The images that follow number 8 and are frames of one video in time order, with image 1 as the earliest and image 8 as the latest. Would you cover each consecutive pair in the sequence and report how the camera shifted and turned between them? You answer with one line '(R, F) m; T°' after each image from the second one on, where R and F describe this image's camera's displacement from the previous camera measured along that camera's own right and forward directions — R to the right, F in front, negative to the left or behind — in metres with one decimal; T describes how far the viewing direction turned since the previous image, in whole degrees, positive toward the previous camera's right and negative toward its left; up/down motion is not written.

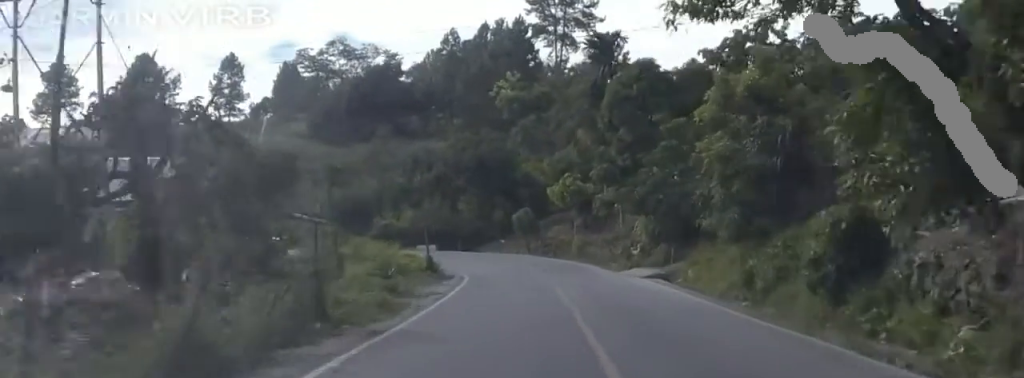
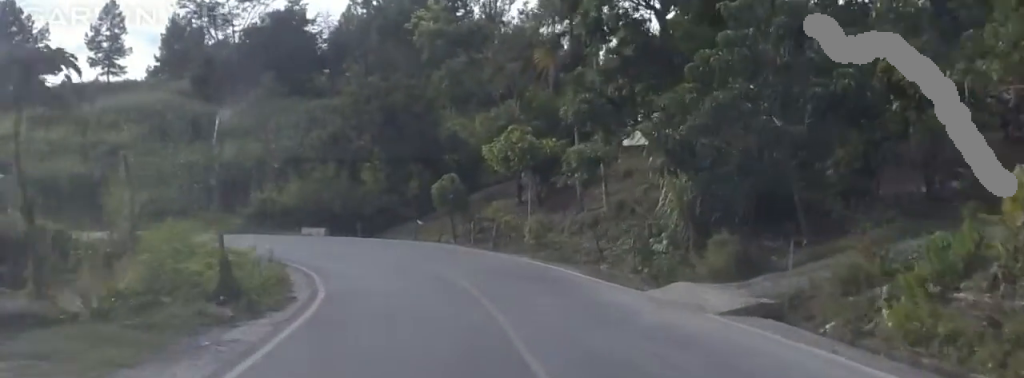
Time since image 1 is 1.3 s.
(0.0, +17.6) m; 0°
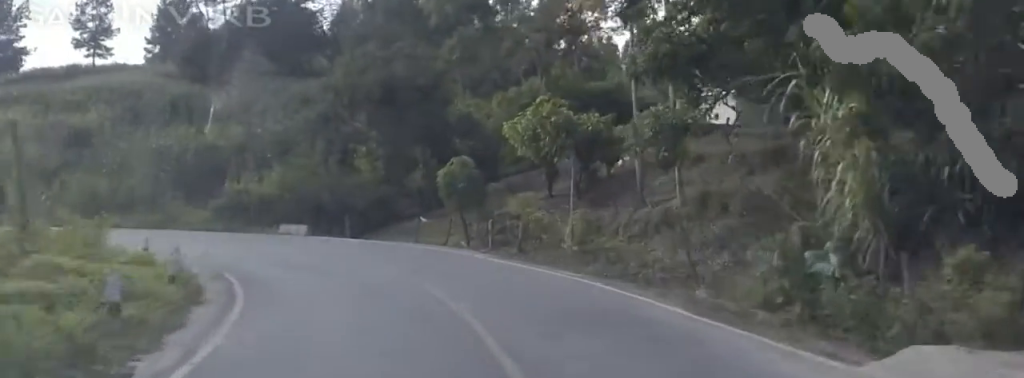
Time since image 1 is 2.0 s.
(0.0, +8.3) m; -4°
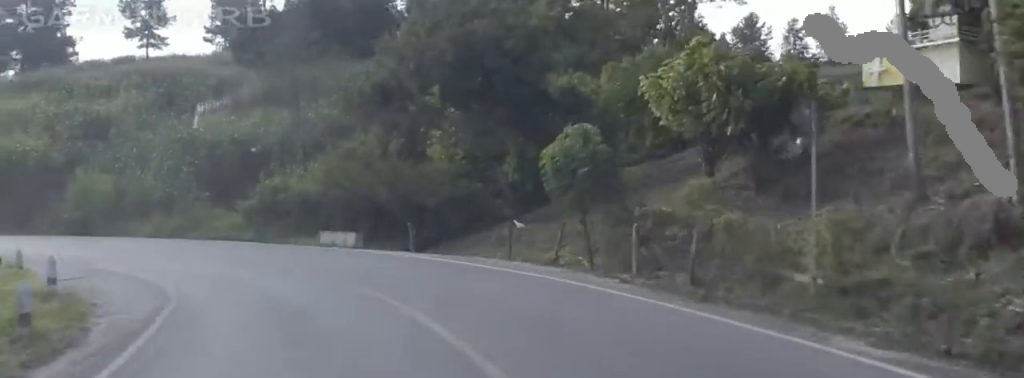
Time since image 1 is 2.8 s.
(-0.4, +9.9) m; -9°
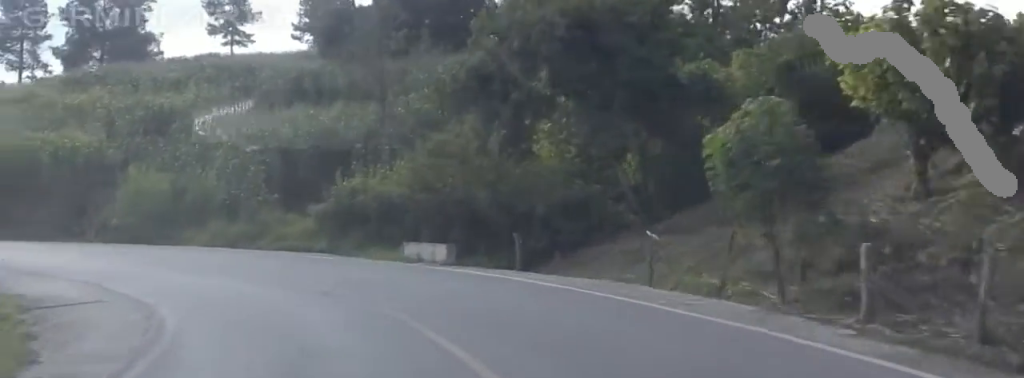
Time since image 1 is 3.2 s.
(-0.4, +5.3) m; -6°
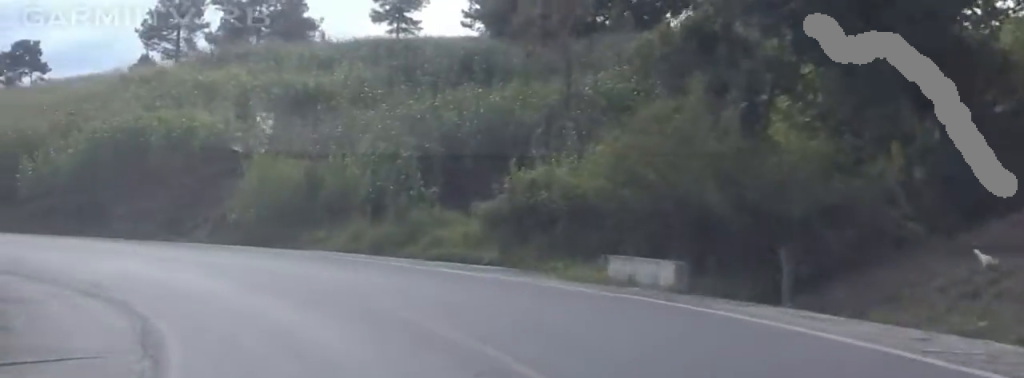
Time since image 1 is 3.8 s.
(-0.5, +6.9) m; -8°
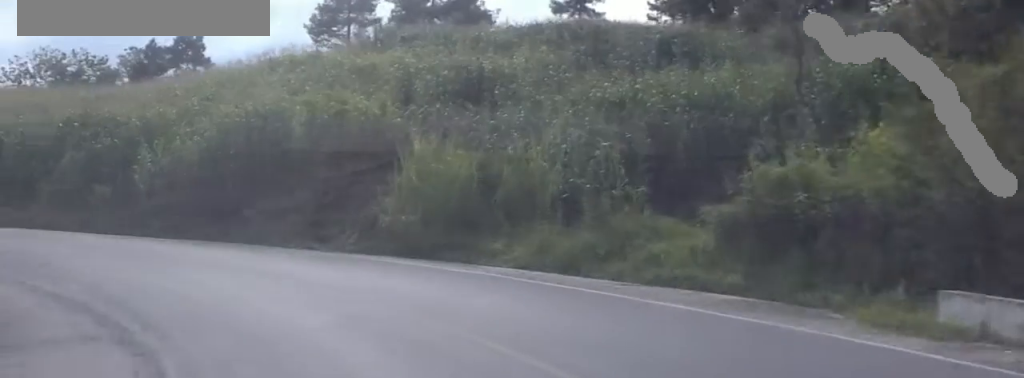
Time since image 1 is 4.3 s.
(-0.1, +5.9) m; -7°
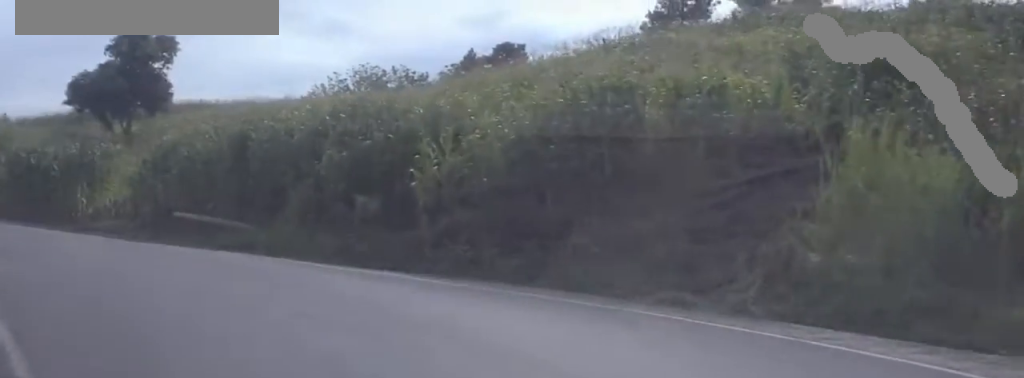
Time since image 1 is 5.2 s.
(-1.1, +9.0) m; -21°
